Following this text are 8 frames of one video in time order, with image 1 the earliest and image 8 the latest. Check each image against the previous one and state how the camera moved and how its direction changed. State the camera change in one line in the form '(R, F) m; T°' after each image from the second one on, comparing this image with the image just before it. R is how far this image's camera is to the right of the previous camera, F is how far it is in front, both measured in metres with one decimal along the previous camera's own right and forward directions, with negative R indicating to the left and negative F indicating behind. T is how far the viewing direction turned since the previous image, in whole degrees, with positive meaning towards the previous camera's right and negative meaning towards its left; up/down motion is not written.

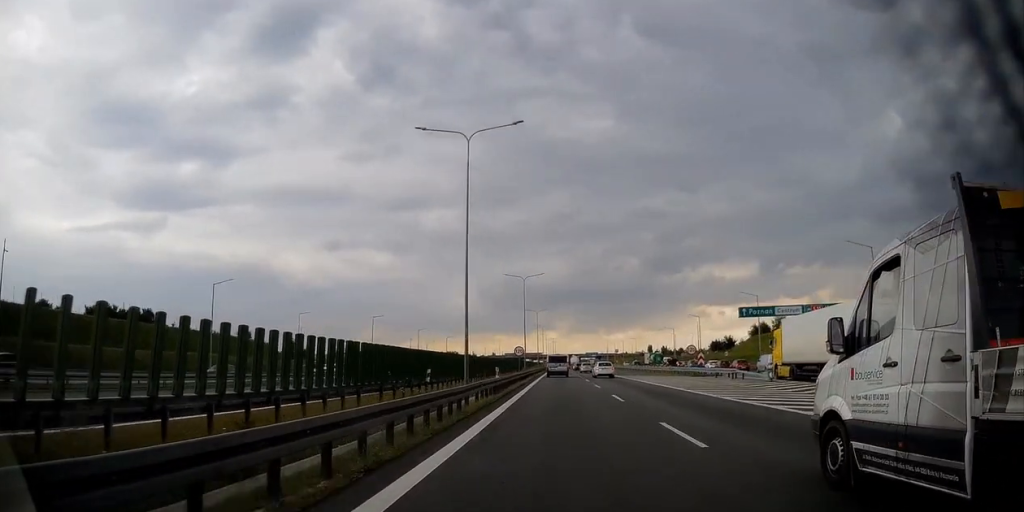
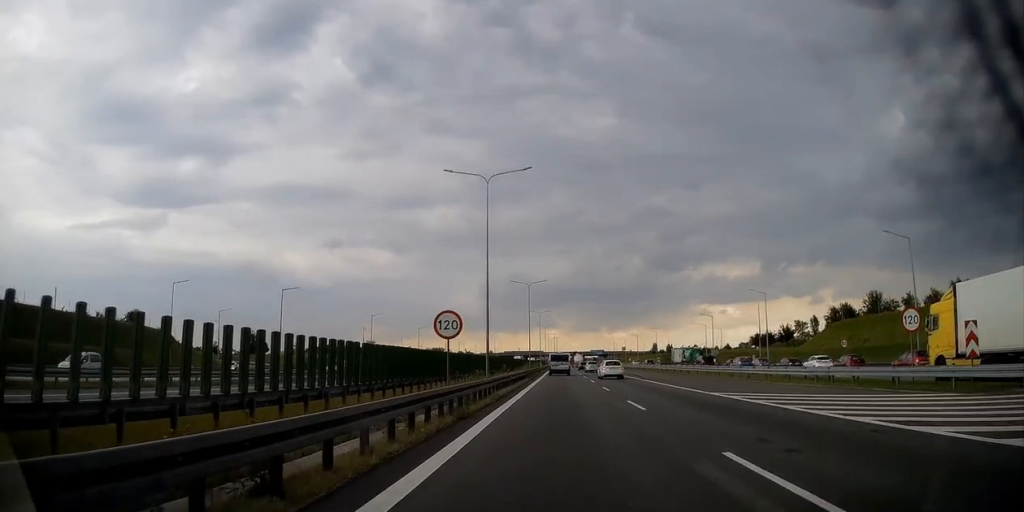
(+0.1, +36.6) m; 0°
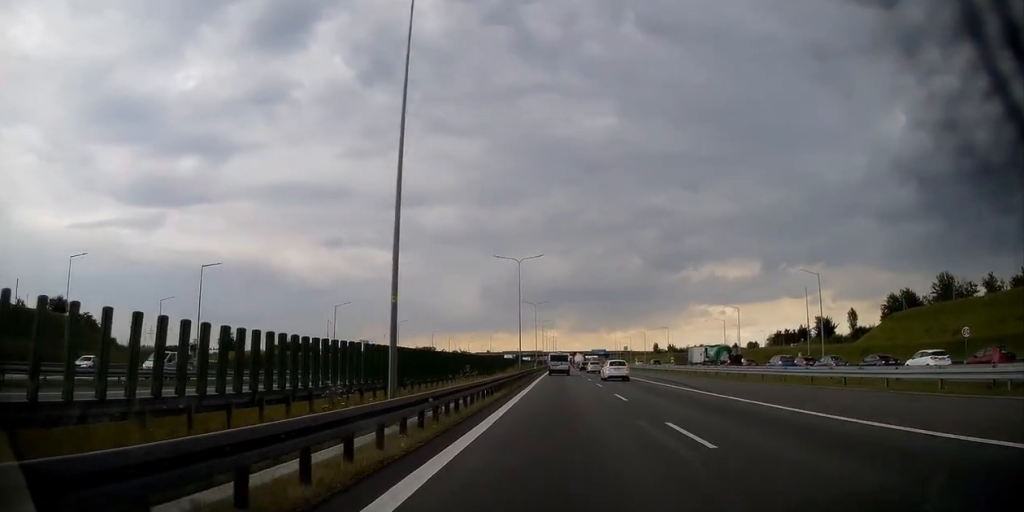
(-0.3, +18.7) m; 0°
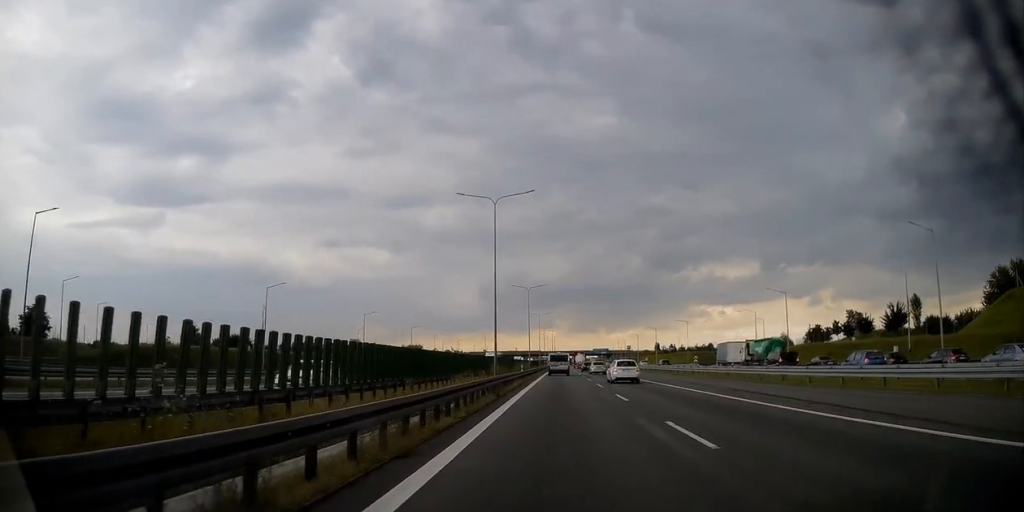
(+0.1, +24.1) m; 0°
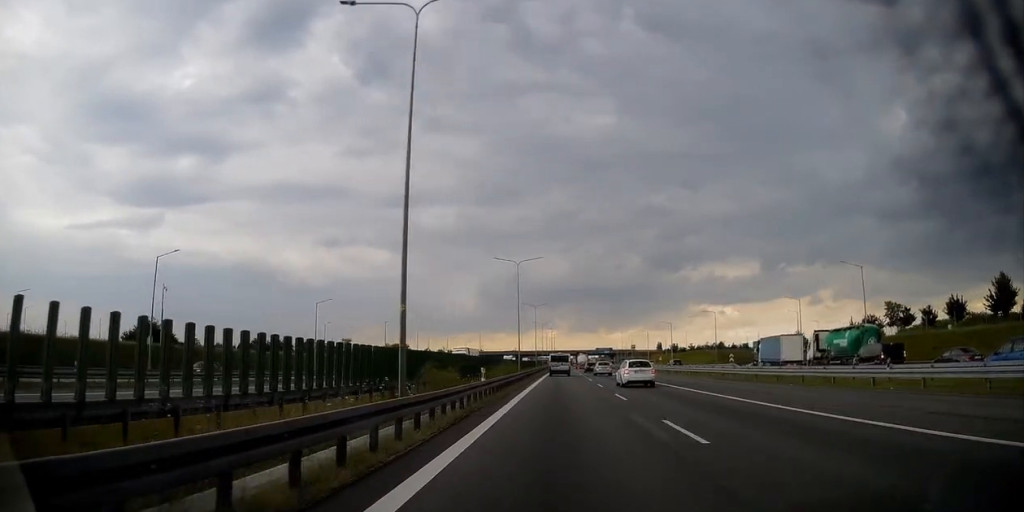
(-0.1, +25.0) m; 0°
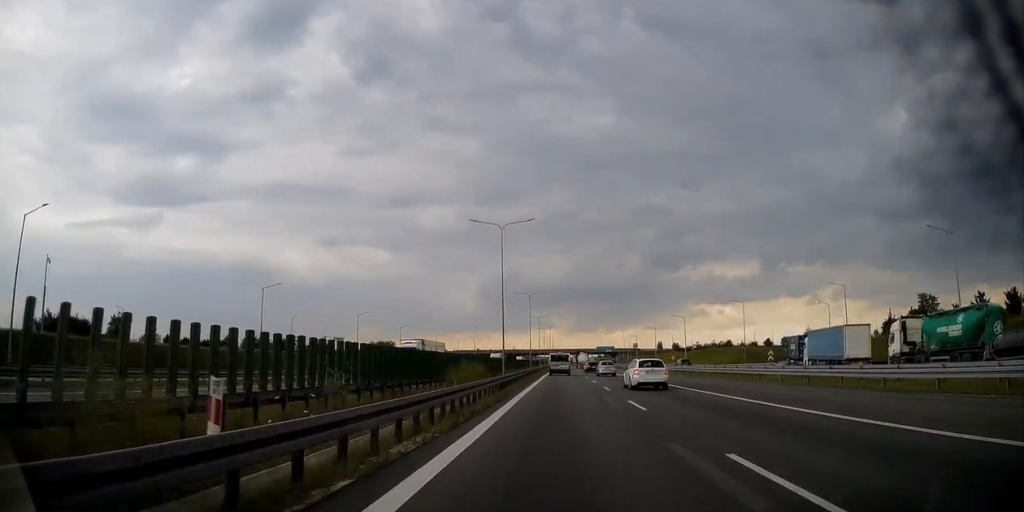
(-0.1, +19.8) m; 0°
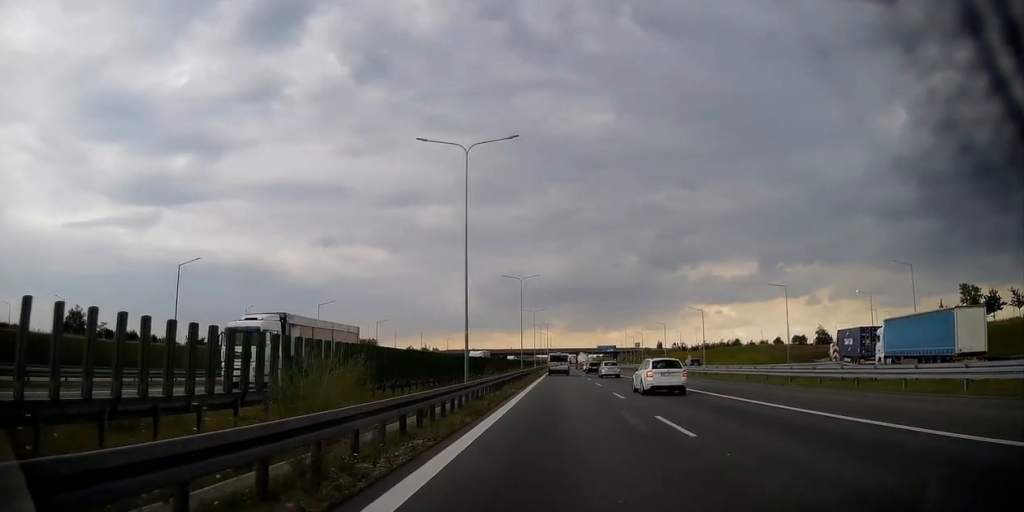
(+0.3, +22.2) m; +1°
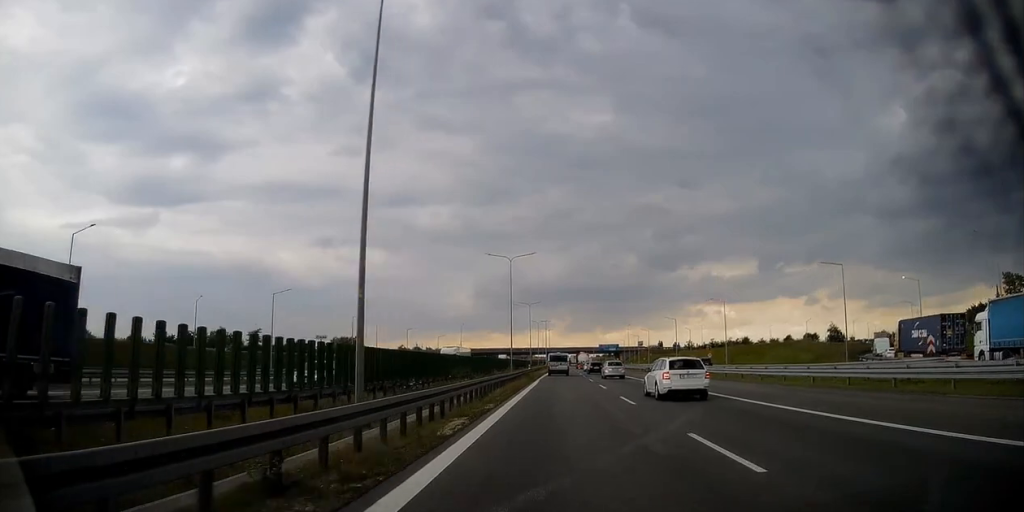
(0.0, +20.0) m; 0°
